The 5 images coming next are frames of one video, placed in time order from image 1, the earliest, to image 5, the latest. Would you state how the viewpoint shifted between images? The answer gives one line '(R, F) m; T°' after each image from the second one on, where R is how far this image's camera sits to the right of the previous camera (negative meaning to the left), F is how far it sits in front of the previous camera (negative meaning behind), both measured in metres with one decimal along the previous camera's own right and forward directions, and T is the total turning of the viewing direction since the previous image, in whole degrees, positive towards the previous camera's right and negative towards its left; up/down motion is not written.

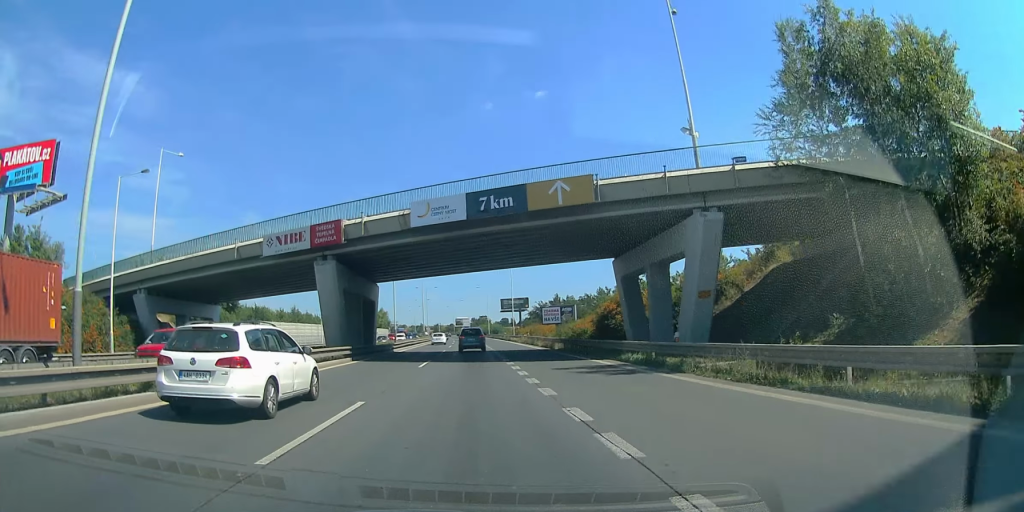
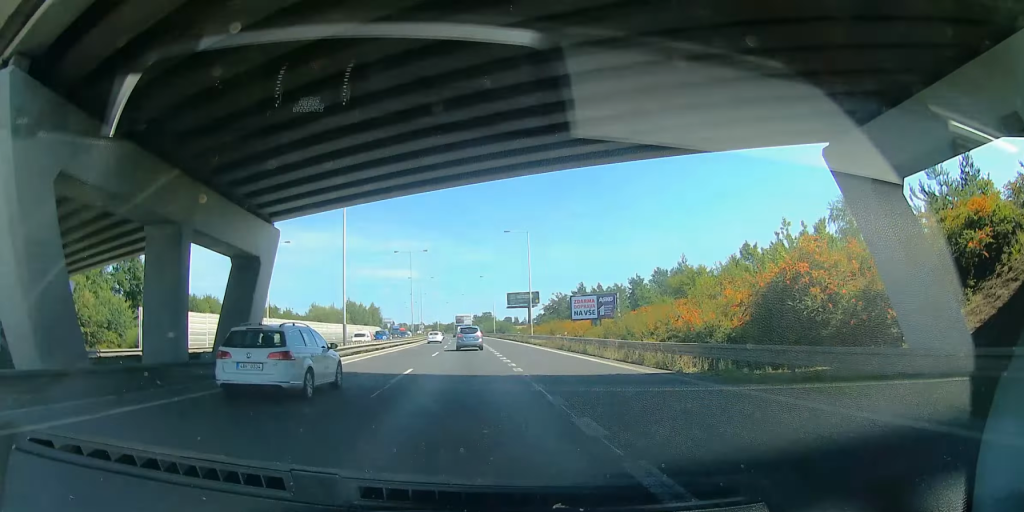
(+0.4, +26.1) m; +1°
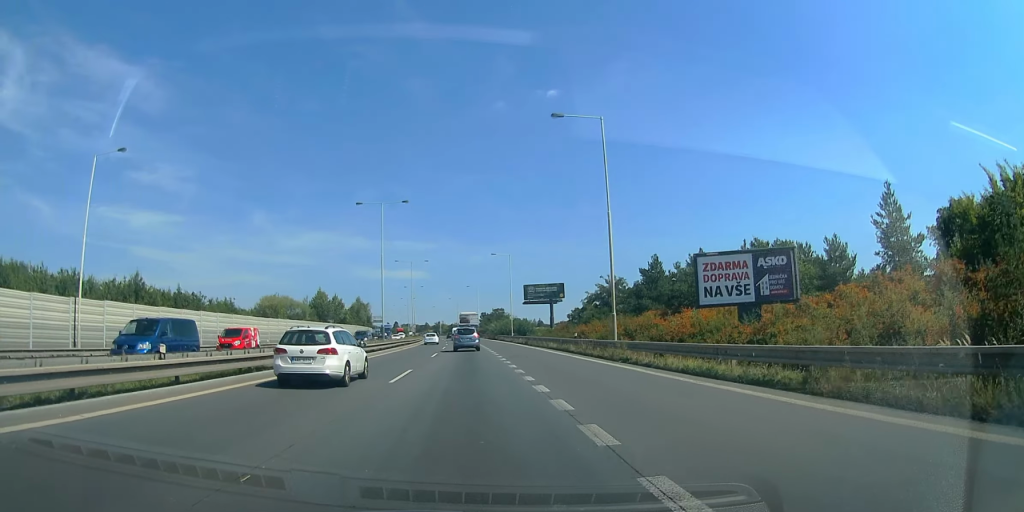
(0.0, +36.7) m; -1°
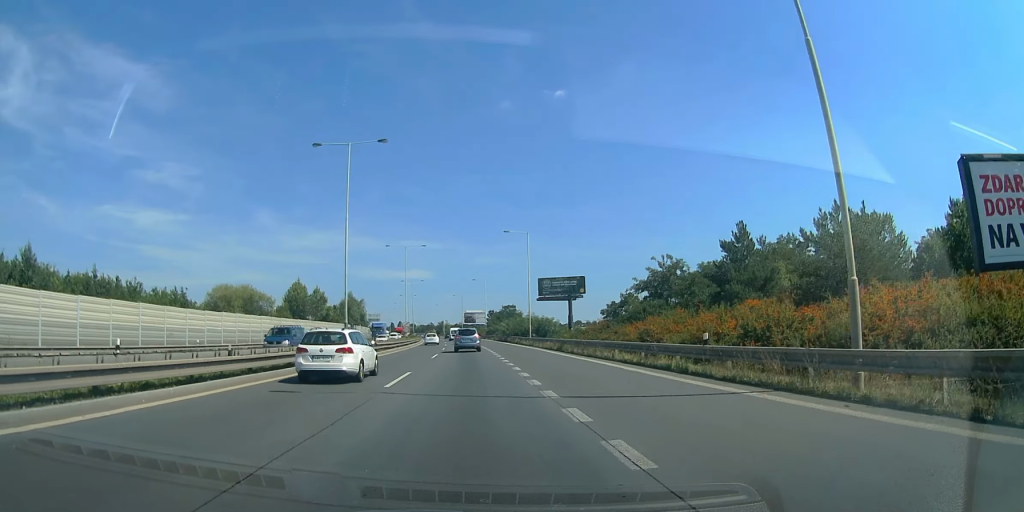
(-0.4, +19.4) m; -2°
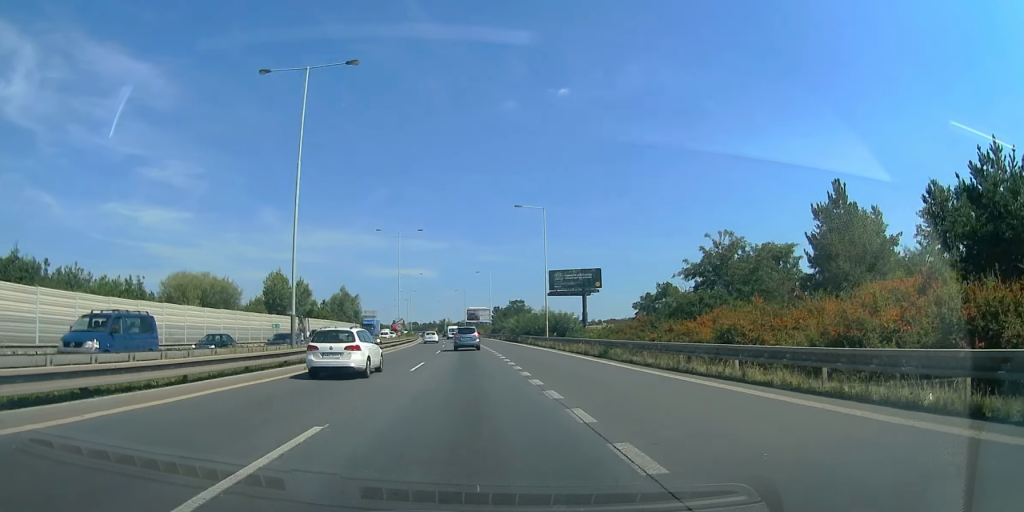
(-0.2, +12.4) m; -1°
